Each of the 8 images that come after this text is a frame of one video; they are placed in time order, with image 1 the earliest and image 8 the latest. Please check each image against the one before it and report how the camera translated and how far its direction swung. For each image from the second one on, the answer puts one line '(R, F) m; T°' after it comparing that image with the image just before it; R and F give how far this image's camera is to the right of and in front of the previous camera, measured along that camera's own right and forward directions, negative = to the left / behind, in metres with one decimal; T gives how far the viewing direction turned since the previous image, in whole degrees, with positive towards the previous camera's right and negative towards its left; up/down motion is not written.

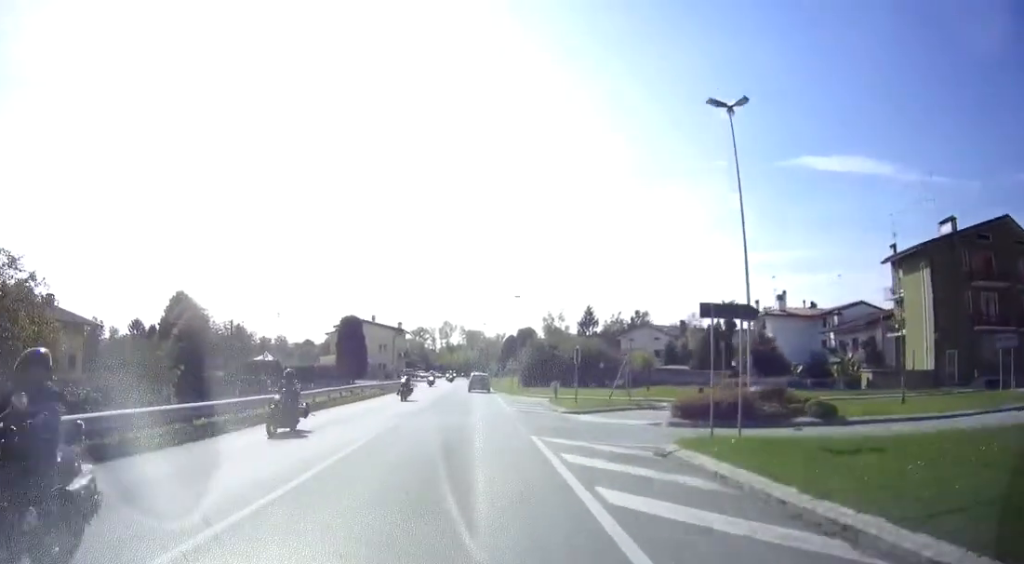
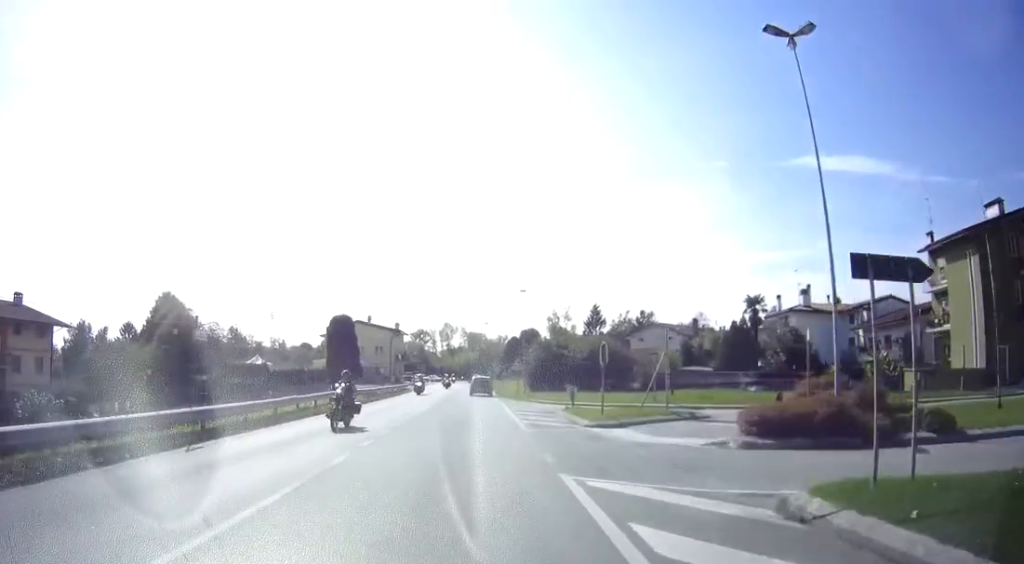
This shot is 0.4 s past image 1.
(-0.1, +5.3) m; -1°
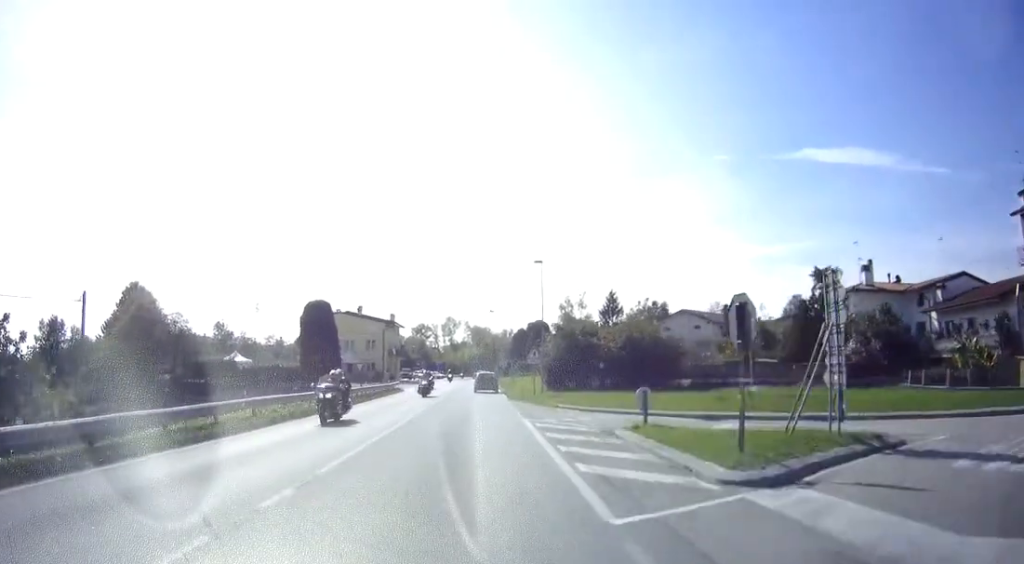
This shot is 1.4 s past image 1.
(-0.1, +11.1) m; 0°
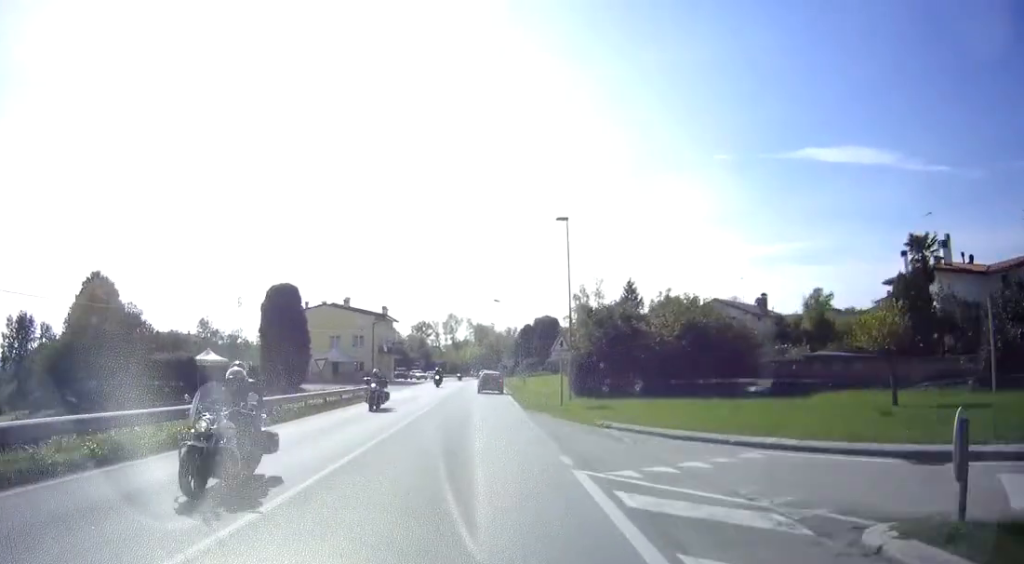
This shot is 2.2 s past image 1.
(0.0, +9.8) m; 0°
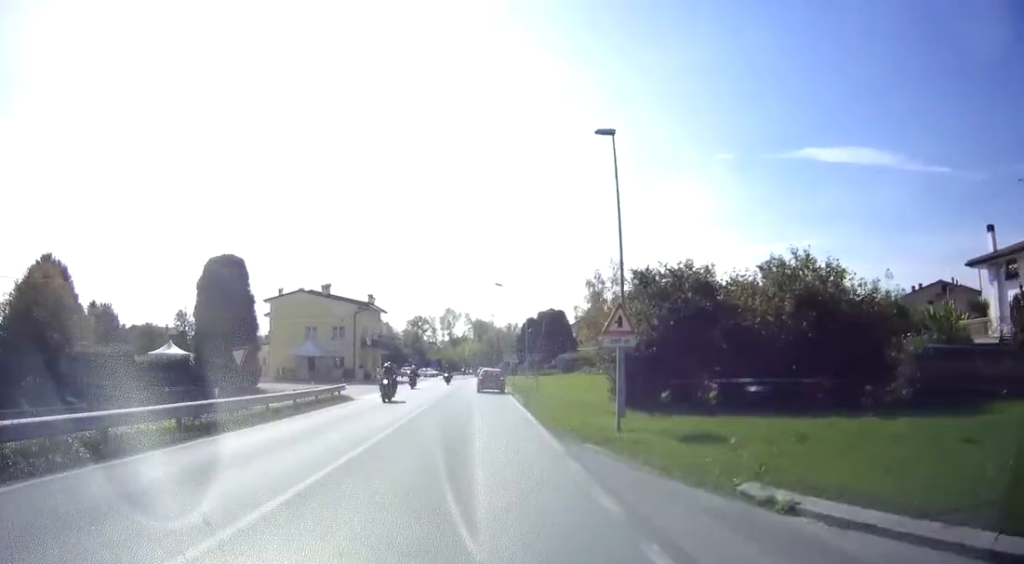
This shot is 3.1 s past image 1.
(0.0, +9.1) m; 0°
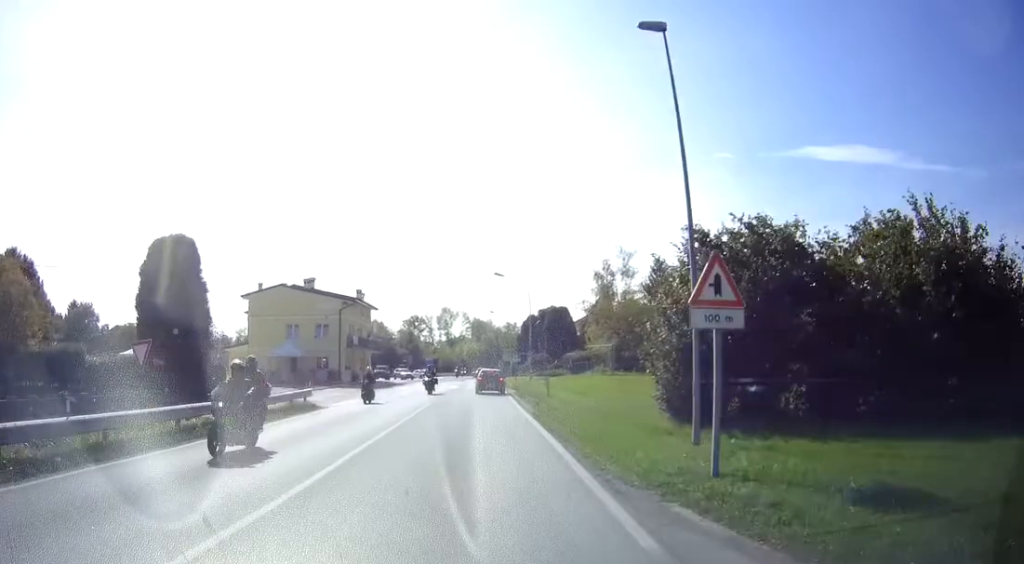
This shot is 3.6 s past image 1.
(0.0, +5.4) m; 0°
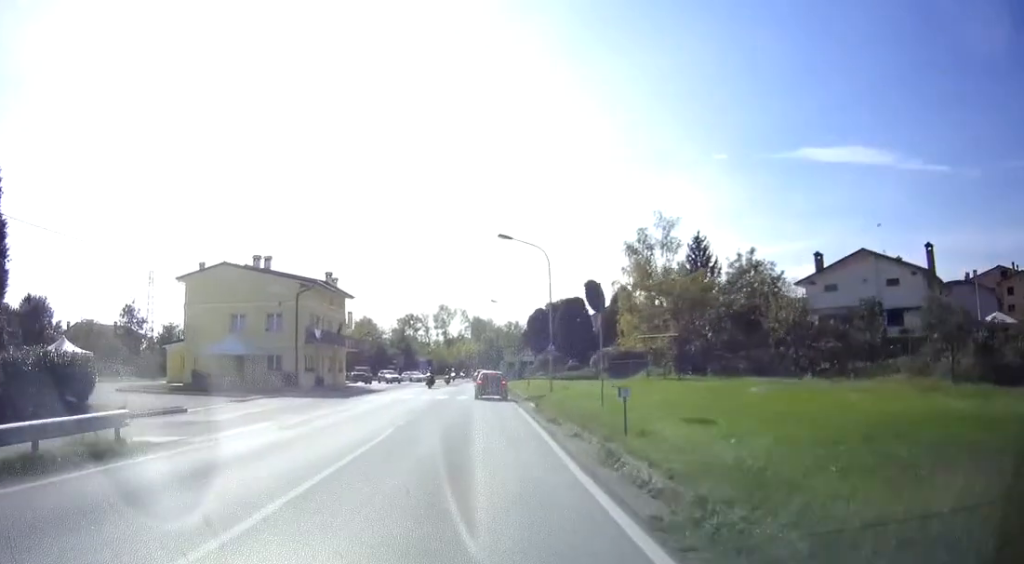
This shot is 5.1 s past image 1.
(0.0, +13.0) m; 0°
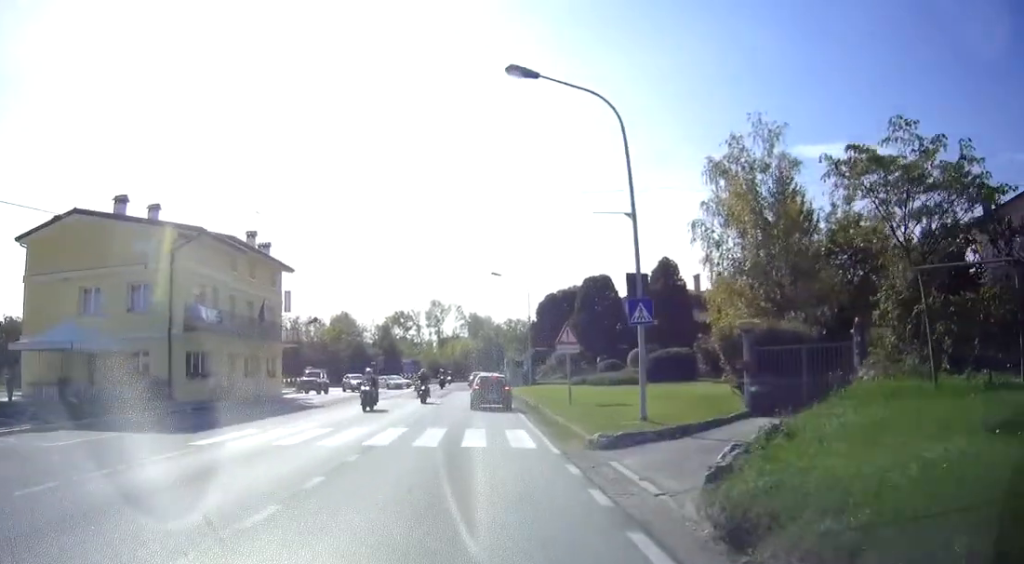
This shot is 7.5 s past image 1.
(0.0, +20.3) m; 0°
